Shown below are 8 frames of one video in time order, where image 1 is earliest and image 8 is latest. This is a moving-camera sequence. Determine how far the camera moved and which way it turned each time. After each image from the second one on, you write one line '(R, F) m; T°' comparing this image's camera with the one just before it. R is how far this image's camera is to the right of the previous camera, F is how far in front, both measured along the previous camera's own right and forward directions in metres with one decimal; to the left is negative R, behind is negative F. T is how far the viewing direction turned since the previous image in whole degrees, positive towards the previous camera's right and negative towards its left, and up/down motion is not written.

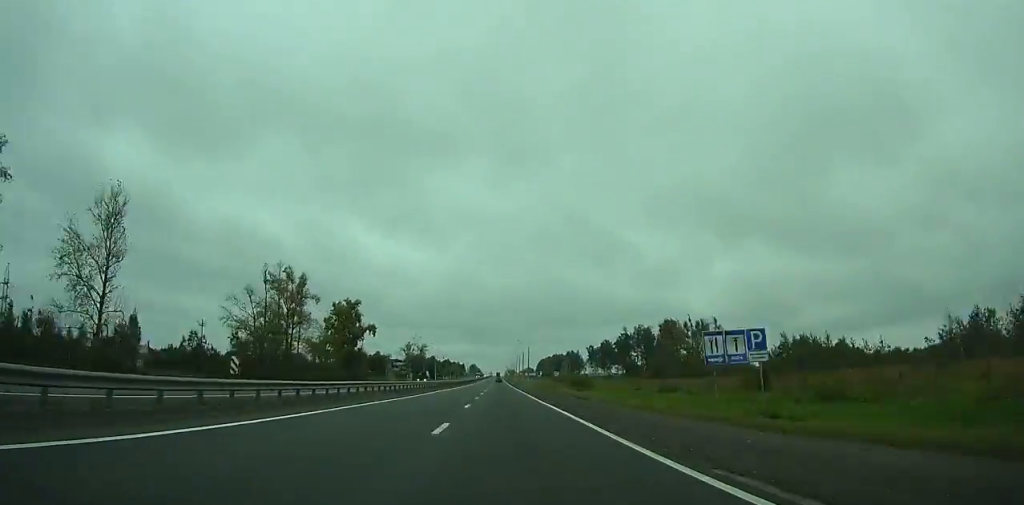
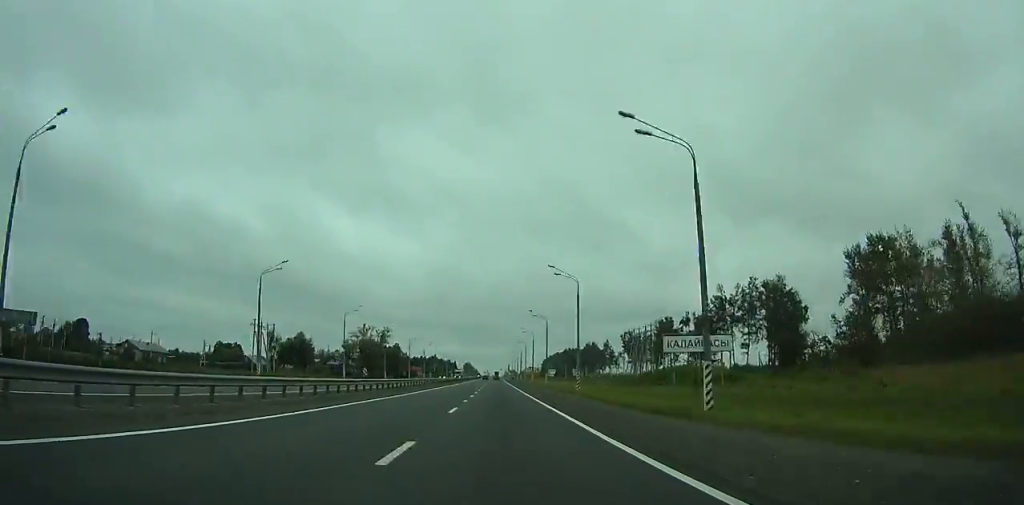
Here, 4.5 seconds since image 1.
(+0.6, +121.5) m; 0°
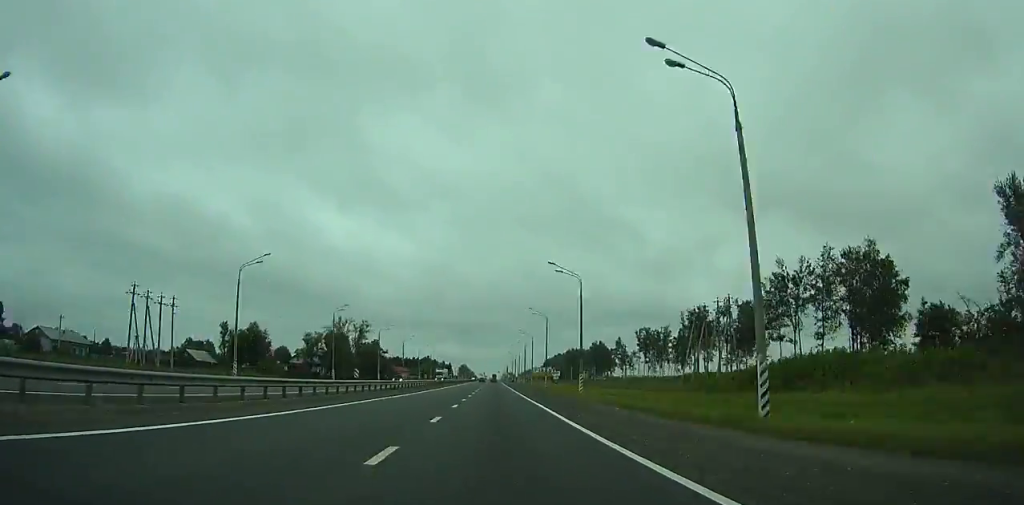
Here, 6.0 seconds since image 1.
(-0.7, +37.3) m; 0°
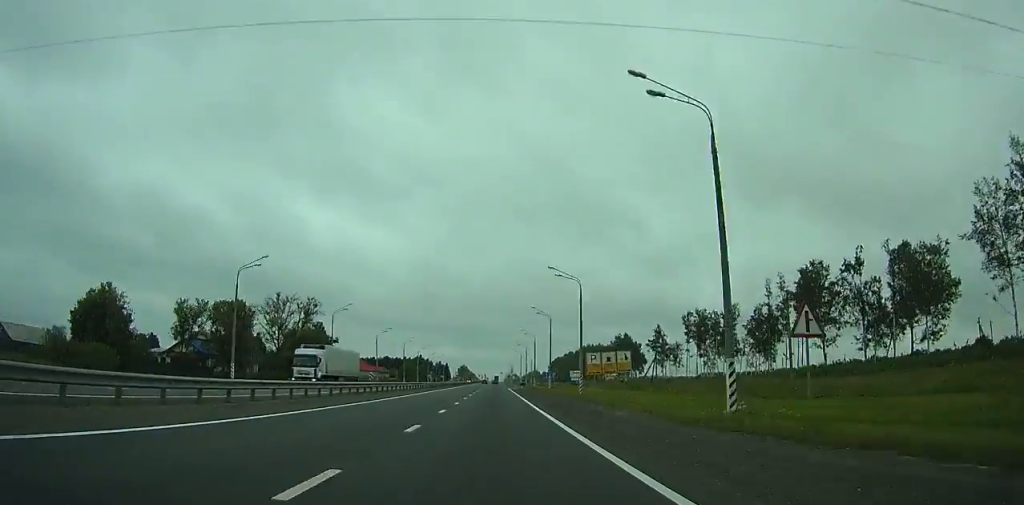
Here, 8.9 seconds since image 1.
(0.0, +69.3) m; 0°
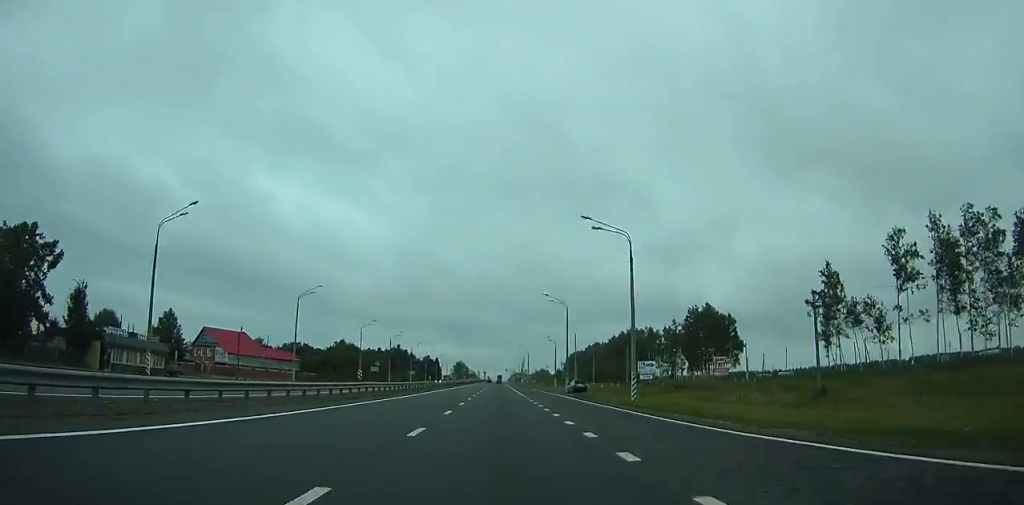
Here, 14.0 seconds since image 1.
(-0.1, +114.1) m; 0°
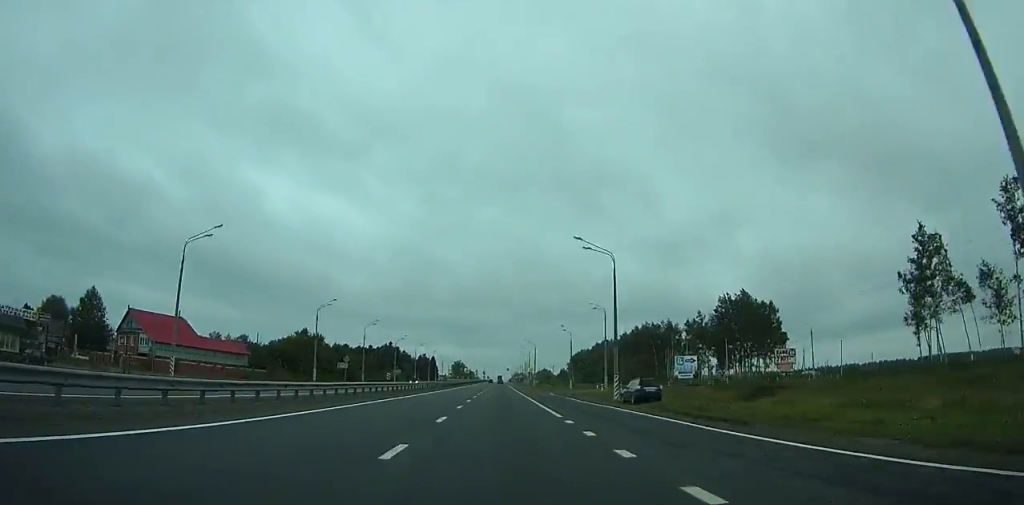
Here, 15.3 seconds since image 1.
(-0.1, +28.1) m; 0°
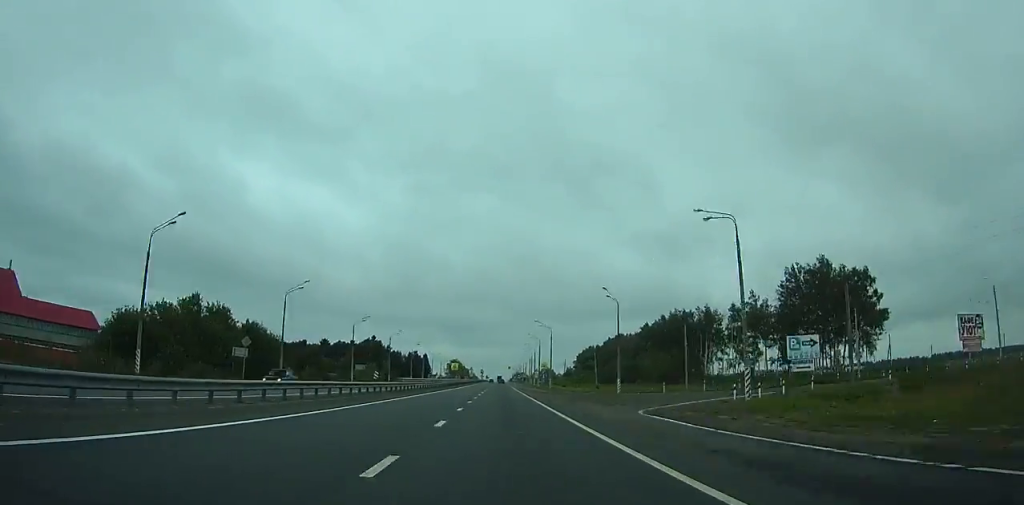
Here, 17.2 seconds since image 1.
(+0.1, +40.9) m; 0°
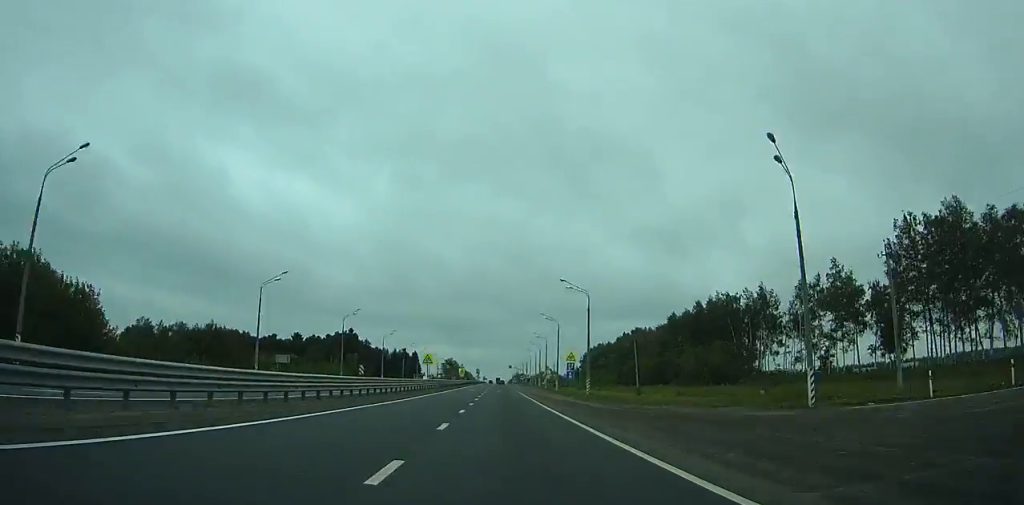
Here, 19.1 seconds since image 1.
(+0.2, +40.7) m; 0°
